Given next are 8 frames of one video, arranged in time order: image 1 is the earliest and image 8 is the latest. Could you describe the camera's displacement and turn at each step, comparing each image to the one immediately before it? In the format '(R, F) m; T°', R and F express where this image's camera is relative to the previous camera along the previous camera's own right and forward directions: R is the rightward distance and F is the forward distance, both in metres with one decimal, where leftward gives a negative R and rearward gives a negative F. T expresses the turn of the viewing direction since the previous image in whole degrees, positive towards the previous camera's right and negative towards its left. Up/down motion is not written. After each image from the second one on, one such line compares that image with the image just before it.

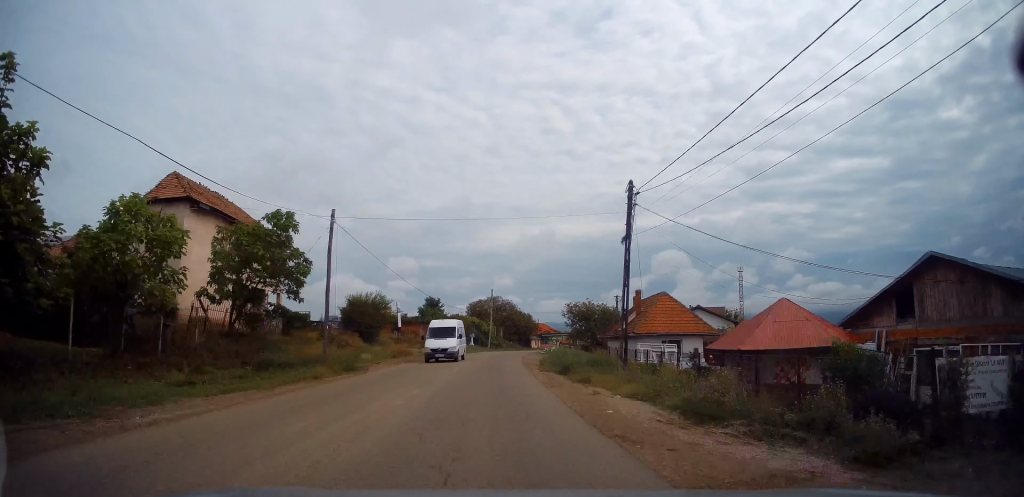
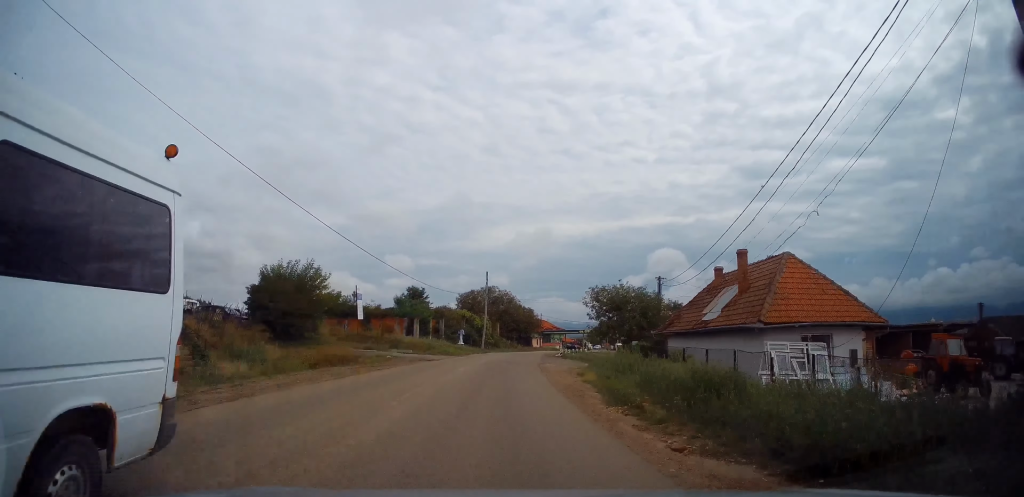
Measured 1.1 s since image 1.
(+0.3, +18.0) m; +2°
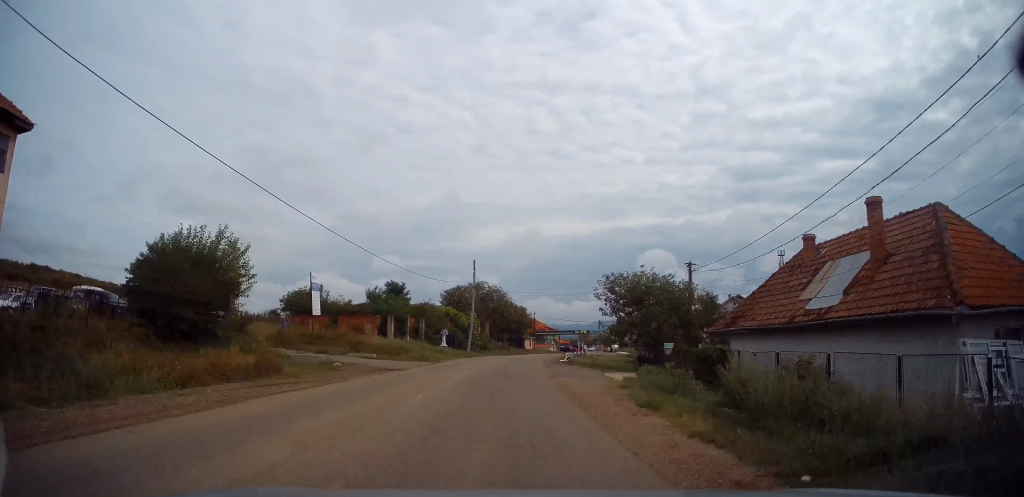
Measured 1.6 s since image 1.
(+0.1, +9.7) m; +1°
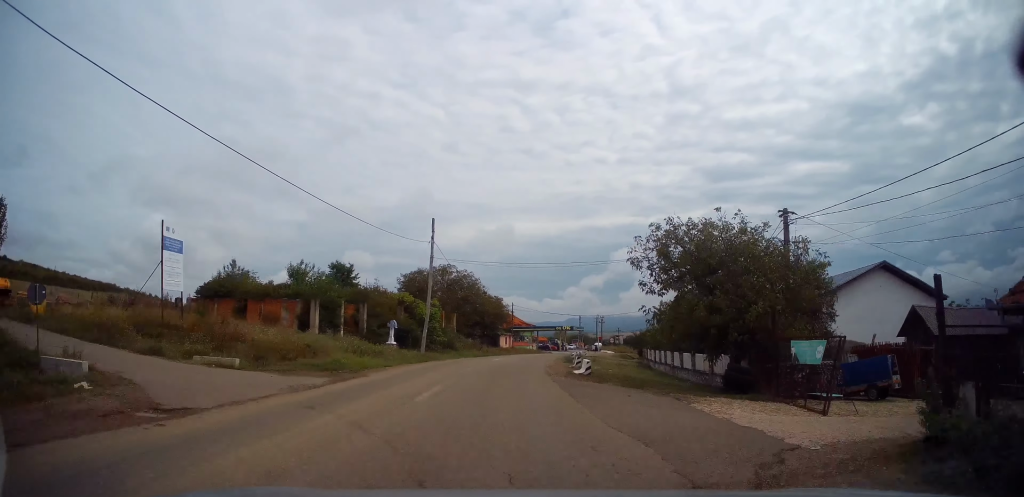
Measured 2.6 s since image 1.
(+0.1, +16.1) m; +2°
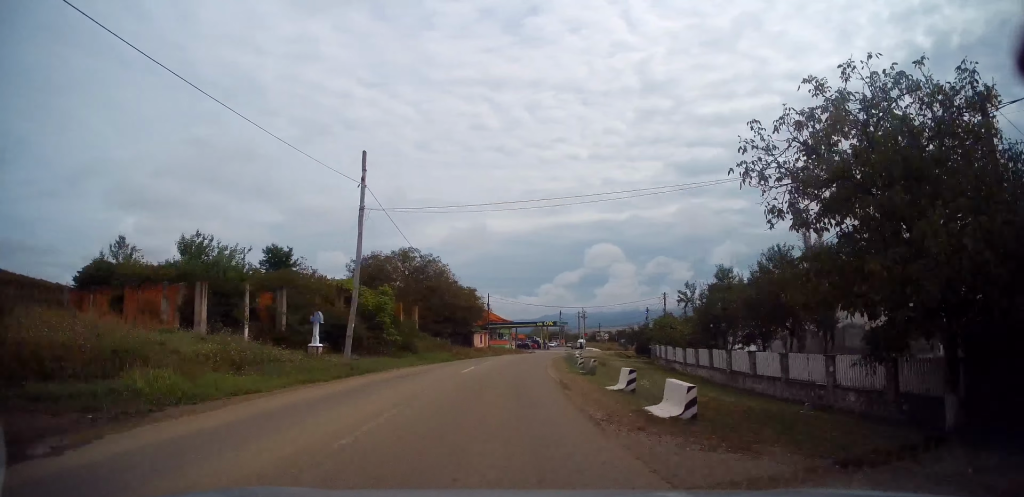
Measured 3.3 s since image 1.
(+0.2, +12.7) m; +3°
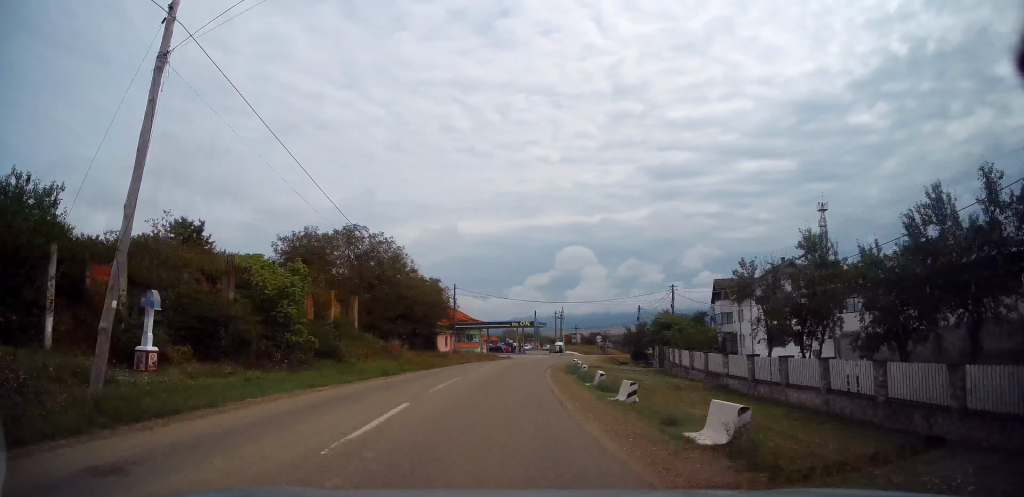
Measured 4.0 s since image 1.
(+0.4, +12.7) m; +3°
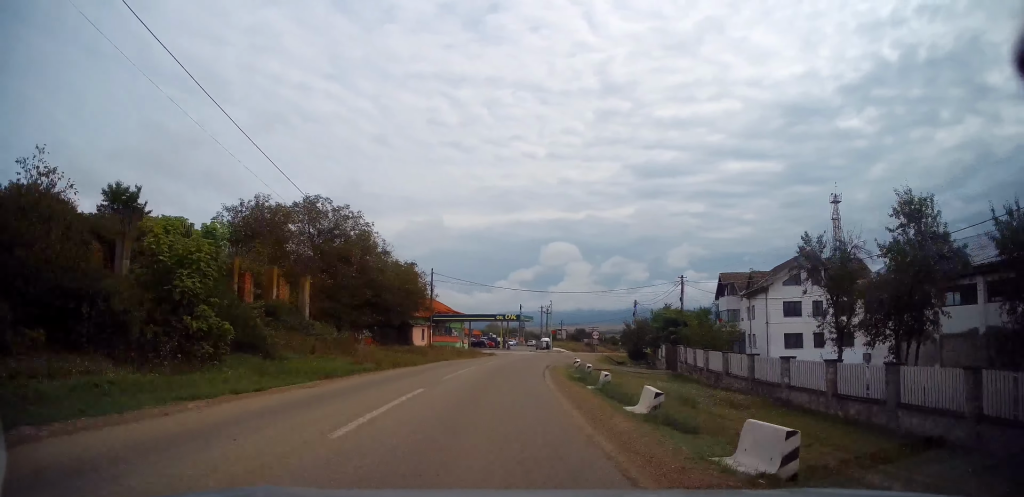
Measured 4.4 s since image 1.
(0.0, +7.0) m; +2°
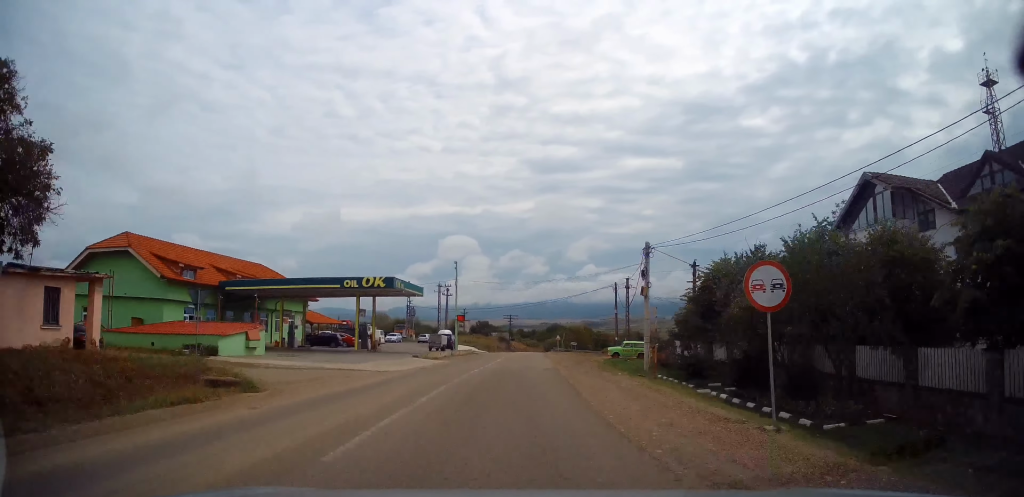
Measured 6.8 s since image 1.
(+3.8, +41.8) m; +11°
